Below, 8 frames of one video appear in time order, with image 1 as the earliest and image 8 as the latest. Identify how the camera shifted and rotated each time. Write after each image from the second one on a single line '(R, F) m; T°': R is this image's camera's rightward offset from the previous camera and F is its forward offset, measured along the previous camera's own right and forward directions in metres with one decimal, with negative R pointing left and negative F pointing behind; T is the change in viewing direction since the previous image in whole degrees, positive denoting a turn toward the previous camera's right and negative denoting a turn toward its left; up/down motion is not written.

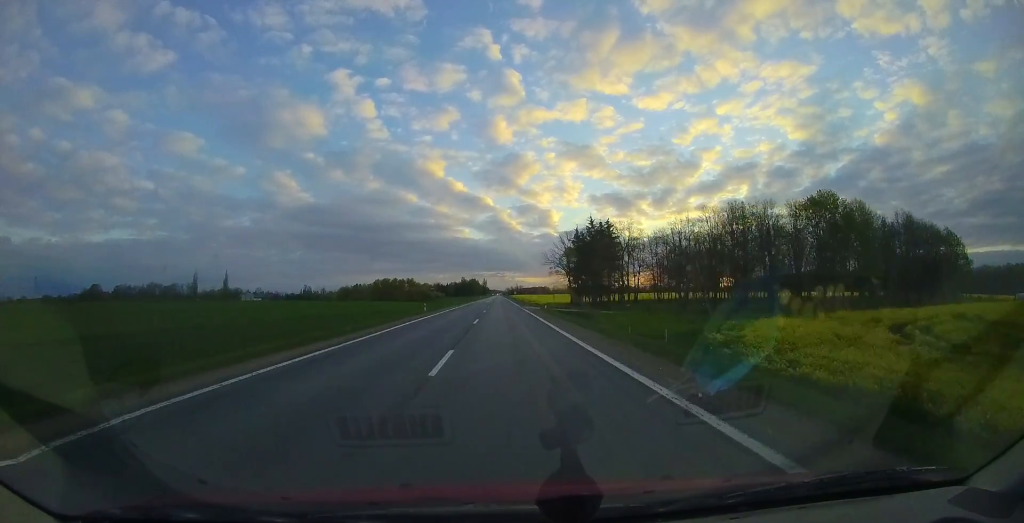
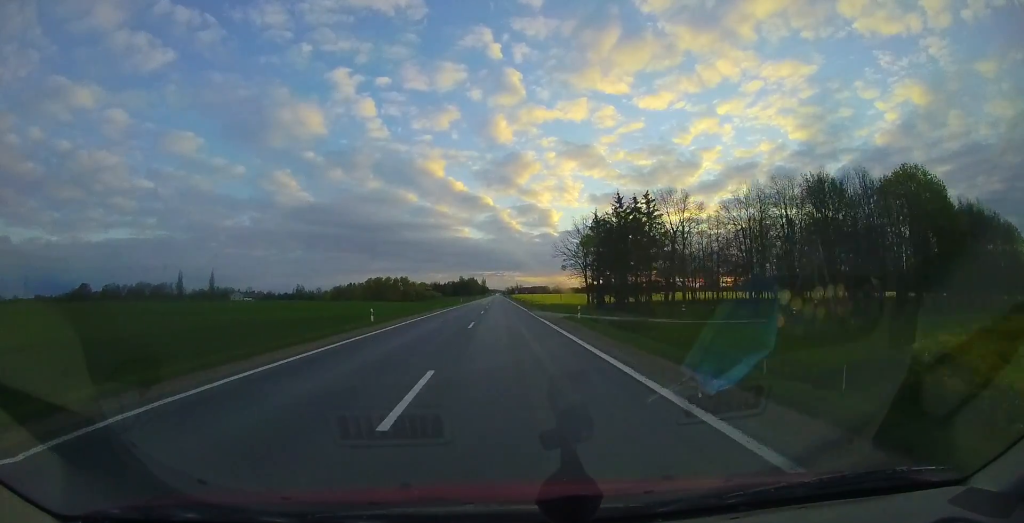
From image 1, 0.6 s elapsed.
(+0.3, +14.7) m; 0°
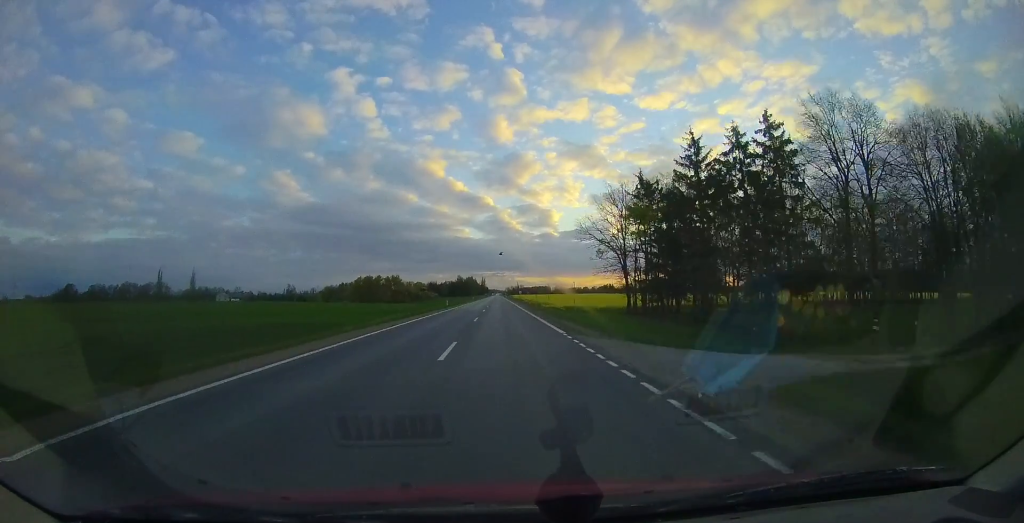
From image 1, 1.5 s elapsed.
(-0.1, +19.4) m; -1°
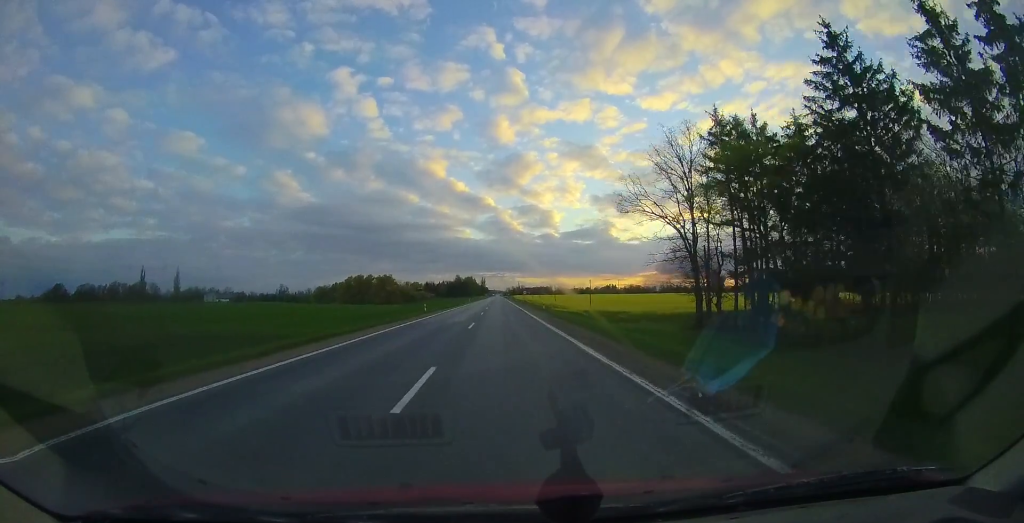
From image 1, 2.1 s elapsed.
(-0.1, +15.5) m; 0°
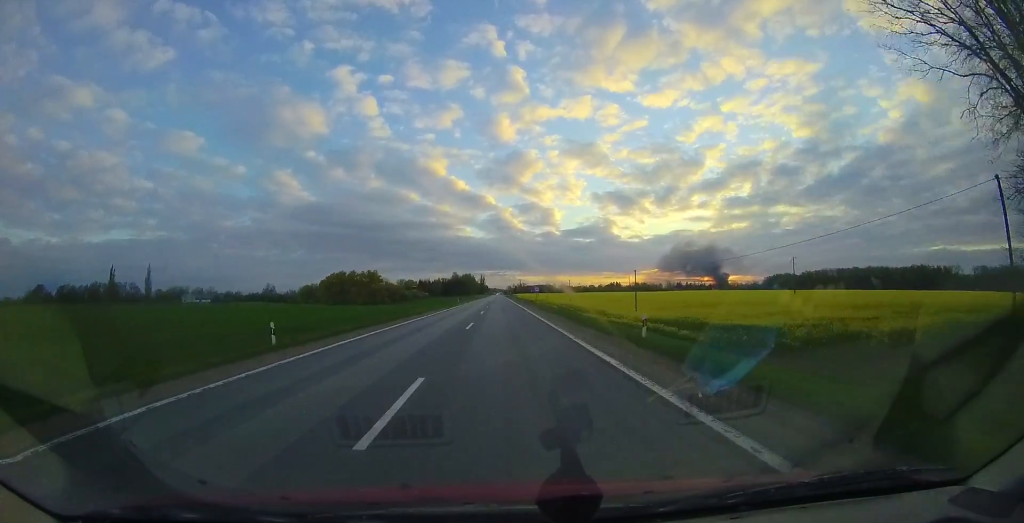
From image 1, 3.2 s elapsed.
(+0.1, +24.4) m; +1°
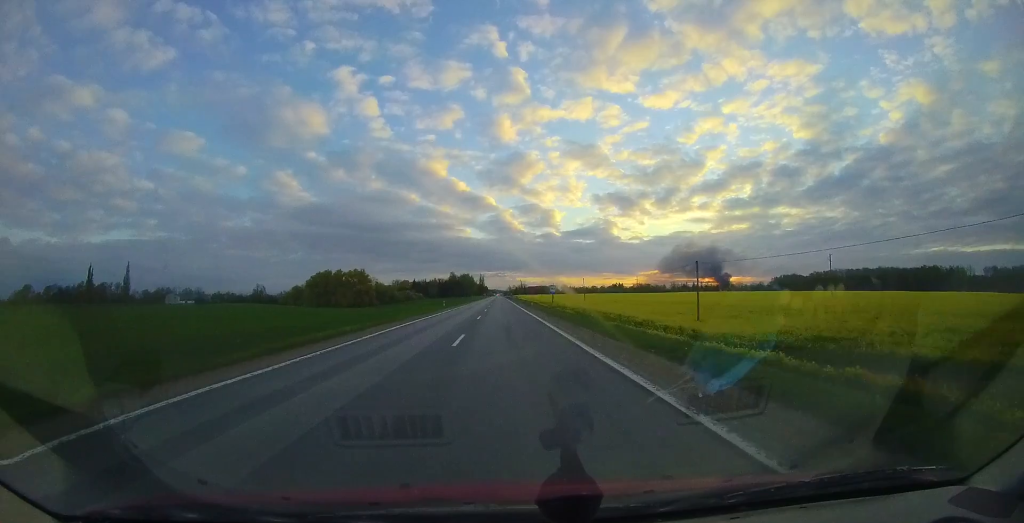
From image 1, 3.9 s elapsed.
(+0.2, +16.6) m; 0°
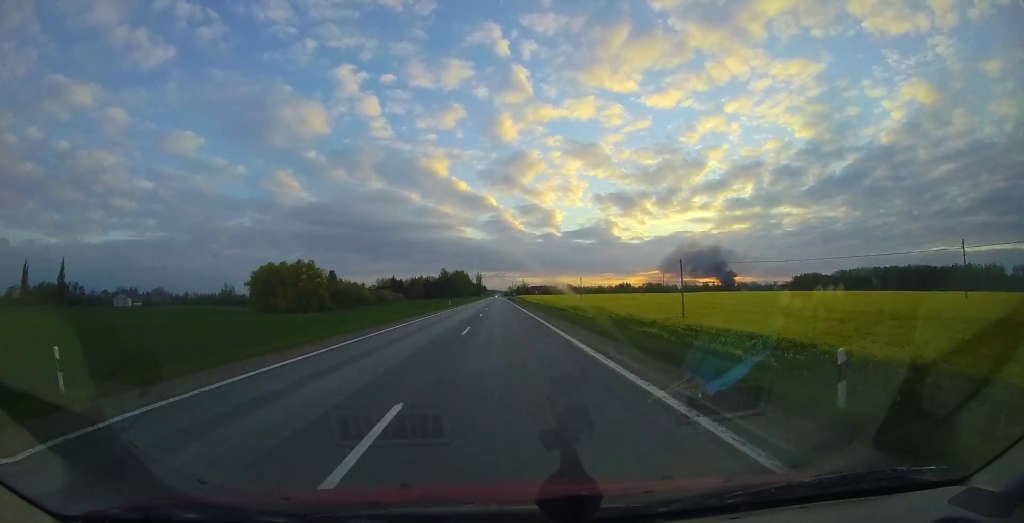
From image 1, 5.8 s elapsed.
(-0.9, +44.2) m; -2°
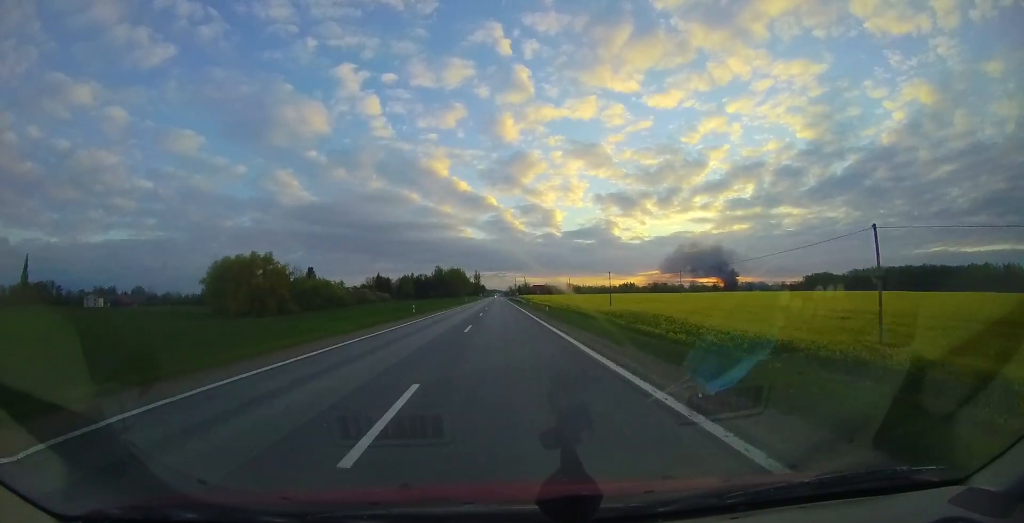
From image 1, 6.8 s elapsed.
(0.0, +22.1) m; 0°
